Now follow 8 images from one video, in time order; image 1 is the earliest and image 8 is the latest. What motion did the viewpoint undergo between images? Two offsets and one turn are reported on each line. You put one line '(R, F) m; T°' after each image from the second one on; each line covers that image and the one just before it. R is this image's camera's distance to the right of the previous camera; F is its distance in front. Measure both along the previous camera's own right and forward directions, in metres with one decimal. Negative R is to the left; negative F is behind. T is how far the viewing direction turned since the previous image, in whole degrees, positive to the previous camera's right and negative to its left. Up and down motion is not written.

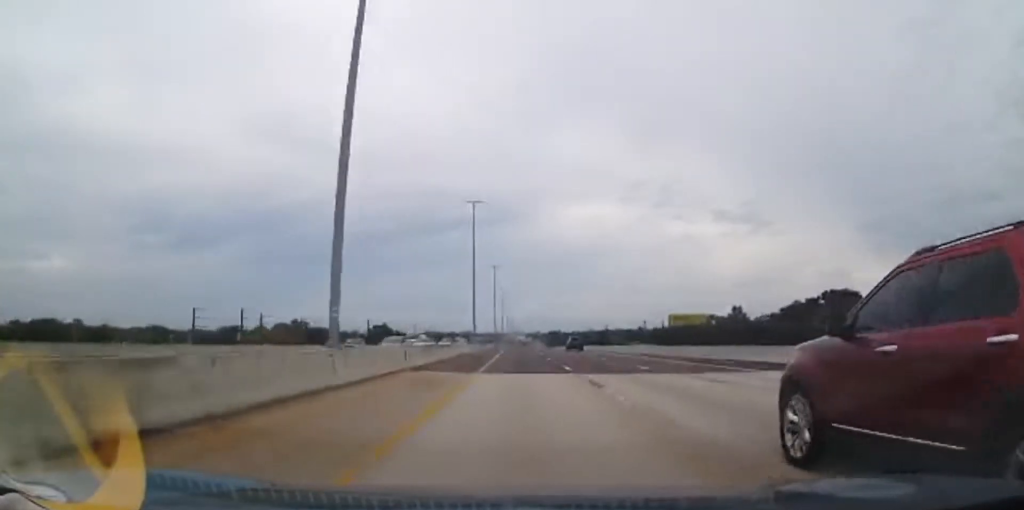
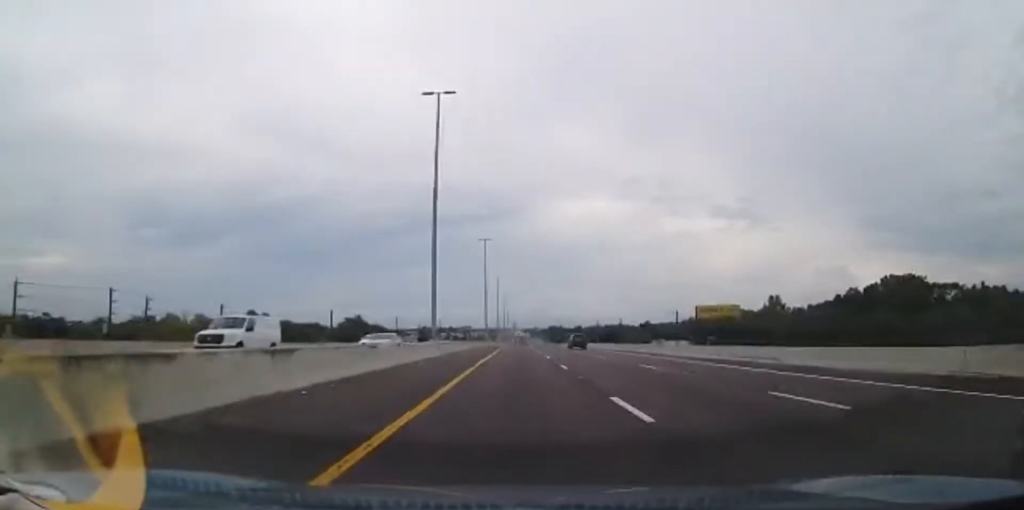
(0.0, +26.5) m; 0°
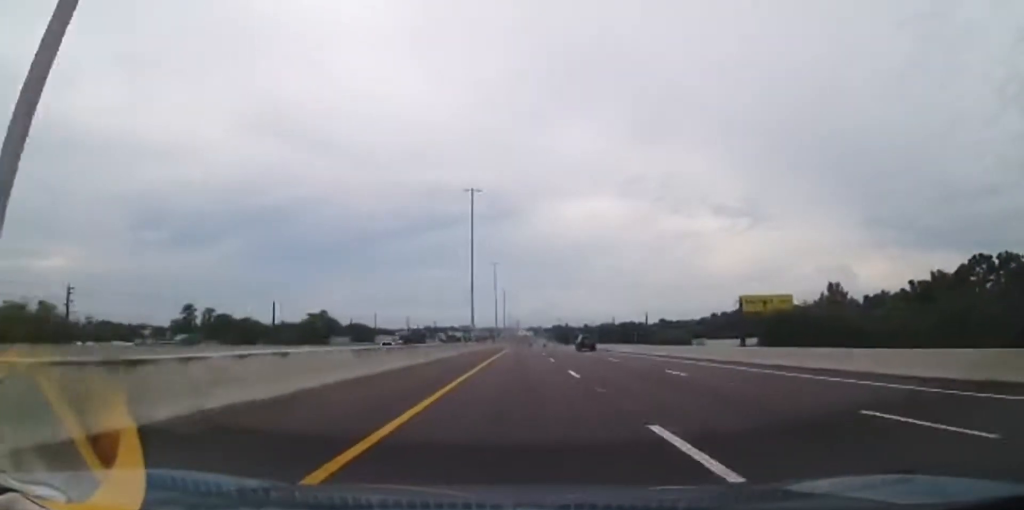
(0.0, +27.8) m; 0°
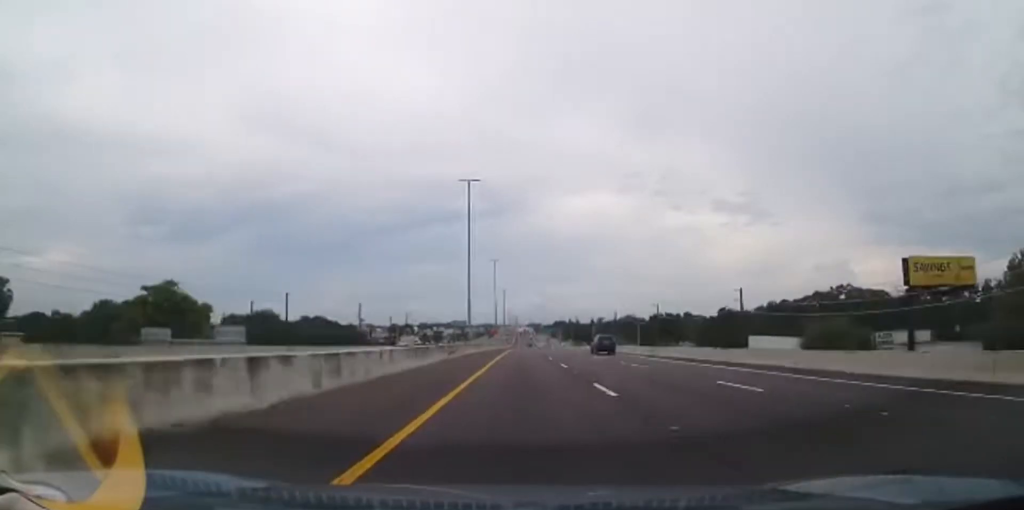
(0.0, +55.1) m; 0°
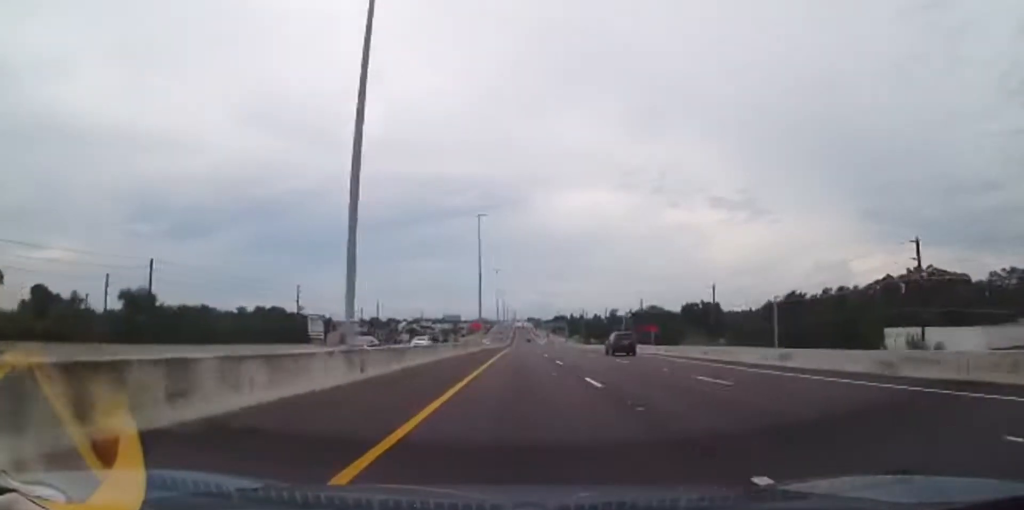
(+0.3, +35.0) m; +1°
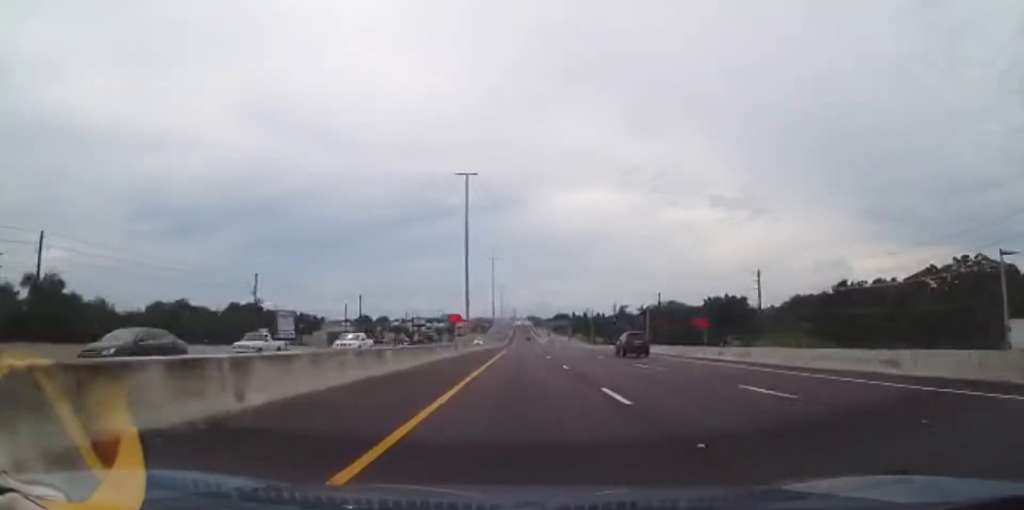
(+0.3, +16.0) m; 0°
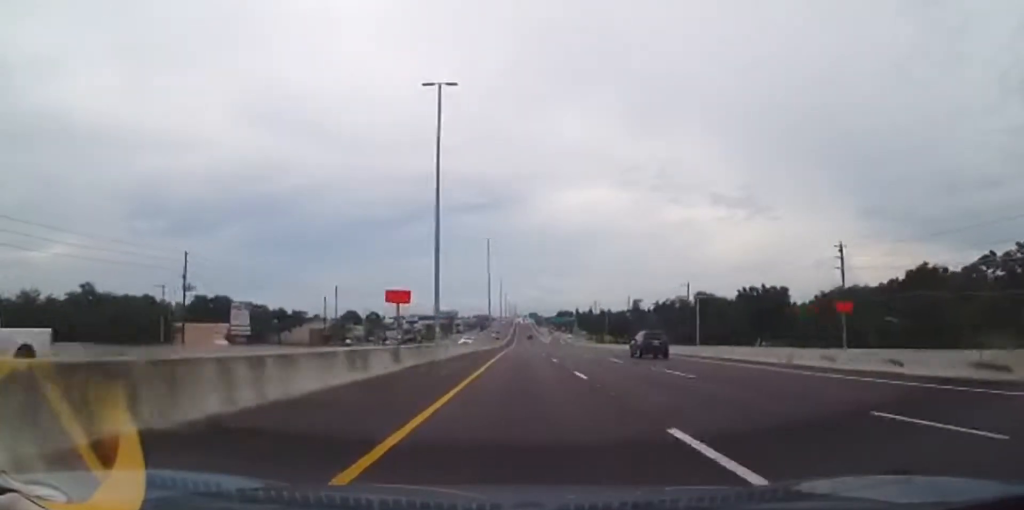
(-0.3, +18.3) m; 0°
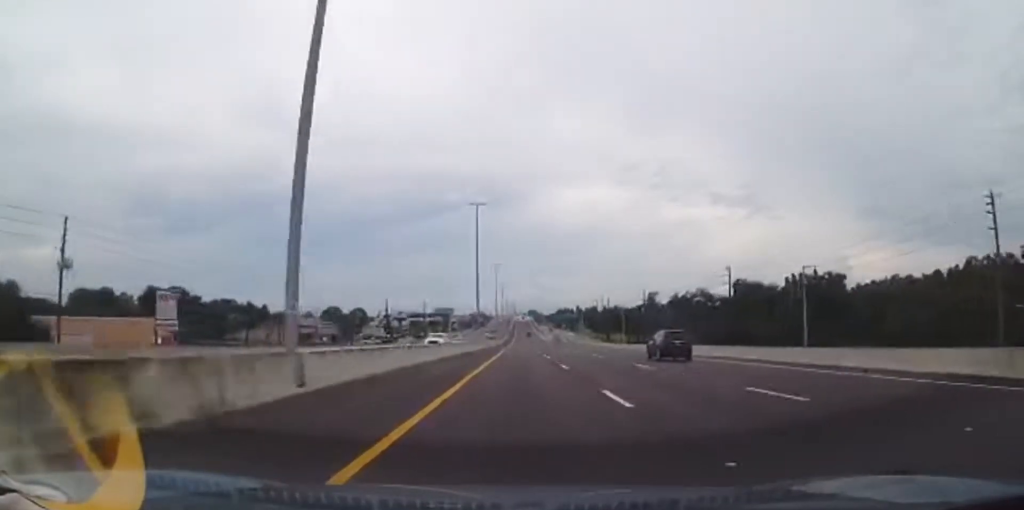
(-0.2, +19.4) m; 0°
